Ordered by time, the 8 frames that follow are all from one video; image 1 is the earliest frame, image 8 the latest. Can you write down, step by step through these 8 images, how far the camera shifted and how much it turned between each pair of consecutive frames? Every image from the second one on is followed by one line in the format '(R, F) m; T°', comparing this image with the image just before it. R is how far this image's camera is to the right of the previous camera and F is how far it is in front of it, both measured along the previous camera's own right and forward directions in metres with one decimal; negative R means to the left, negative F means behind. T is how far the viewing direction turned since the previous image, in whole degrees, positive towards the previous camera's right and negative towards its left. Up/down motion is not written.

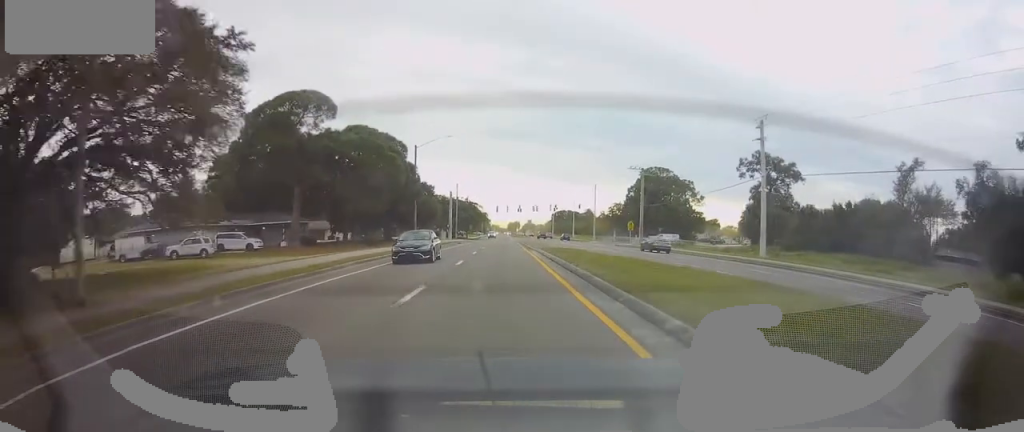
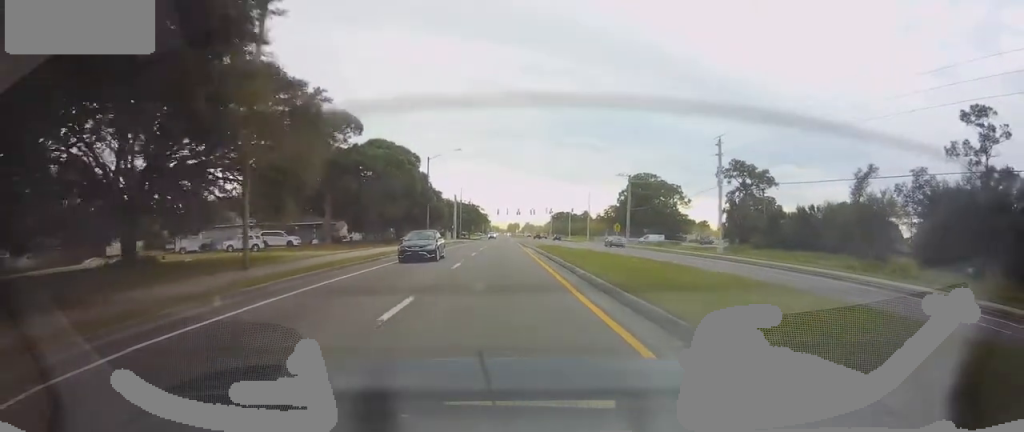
(0.0, +11.1) m; 0°
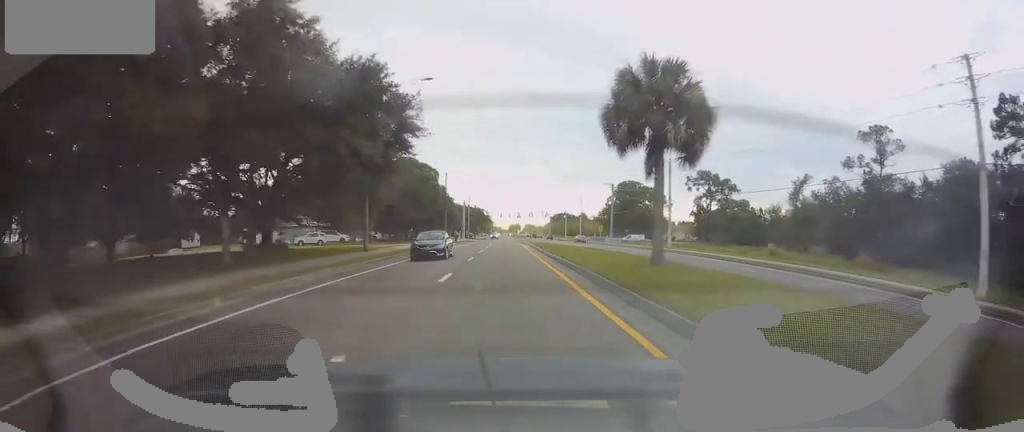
(0.0, +18.7) m; 0°
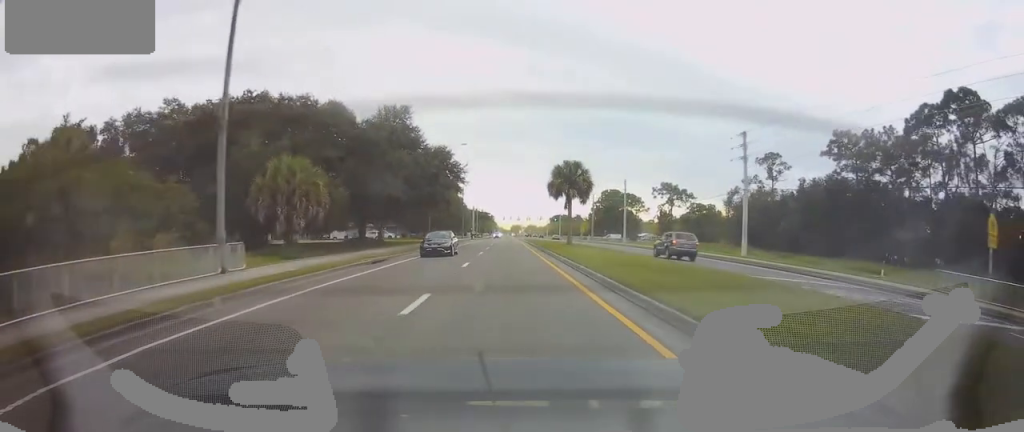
(0.0, +30.8) m; 0°
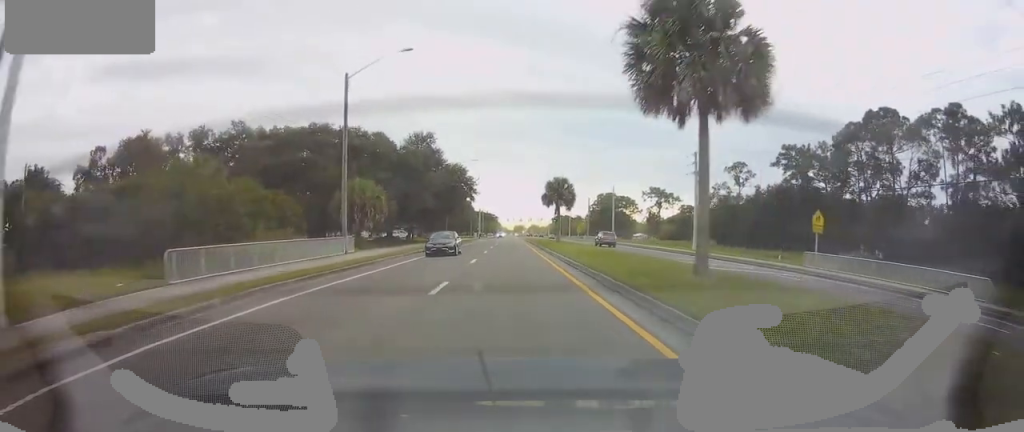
(0.0, +14.4) m; 0°
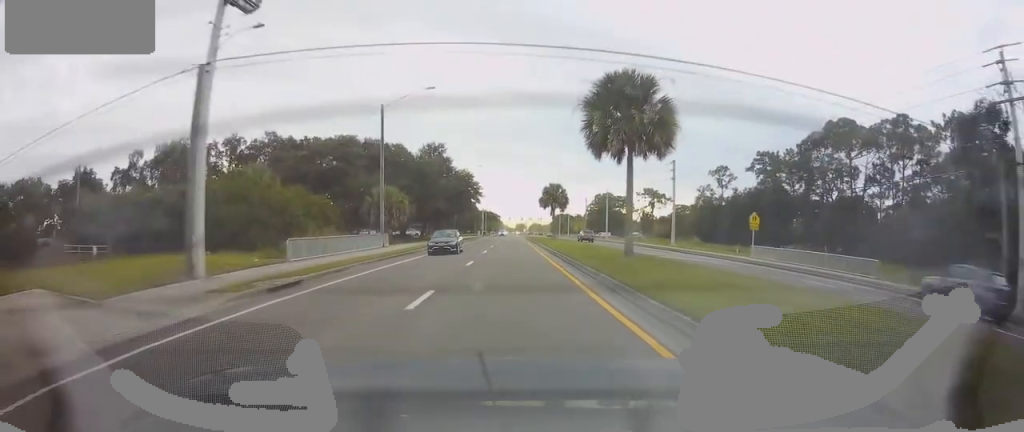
(0.0, +10.1) m; 0°
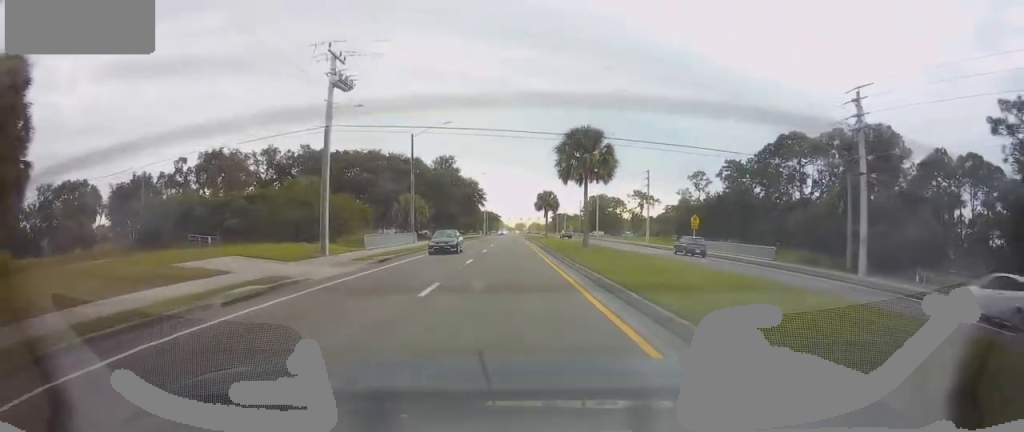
(0.0, +14.4) m; 0°
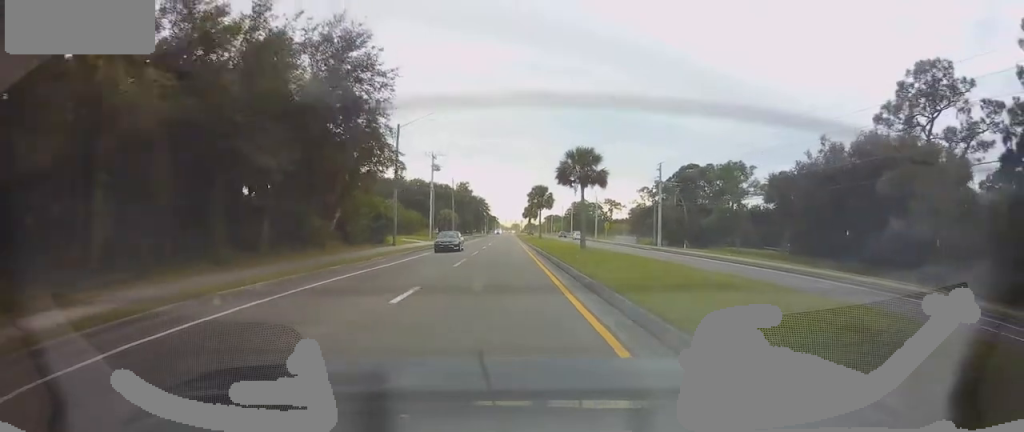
(-0.8, +47.7) m; -1°
